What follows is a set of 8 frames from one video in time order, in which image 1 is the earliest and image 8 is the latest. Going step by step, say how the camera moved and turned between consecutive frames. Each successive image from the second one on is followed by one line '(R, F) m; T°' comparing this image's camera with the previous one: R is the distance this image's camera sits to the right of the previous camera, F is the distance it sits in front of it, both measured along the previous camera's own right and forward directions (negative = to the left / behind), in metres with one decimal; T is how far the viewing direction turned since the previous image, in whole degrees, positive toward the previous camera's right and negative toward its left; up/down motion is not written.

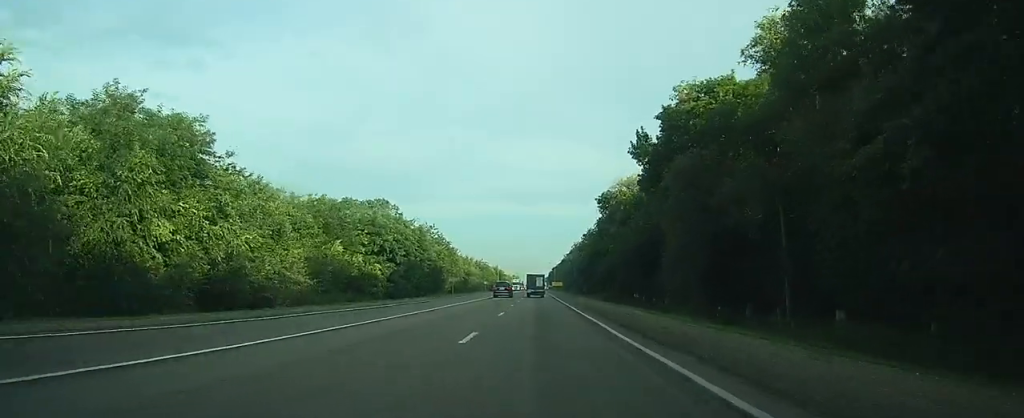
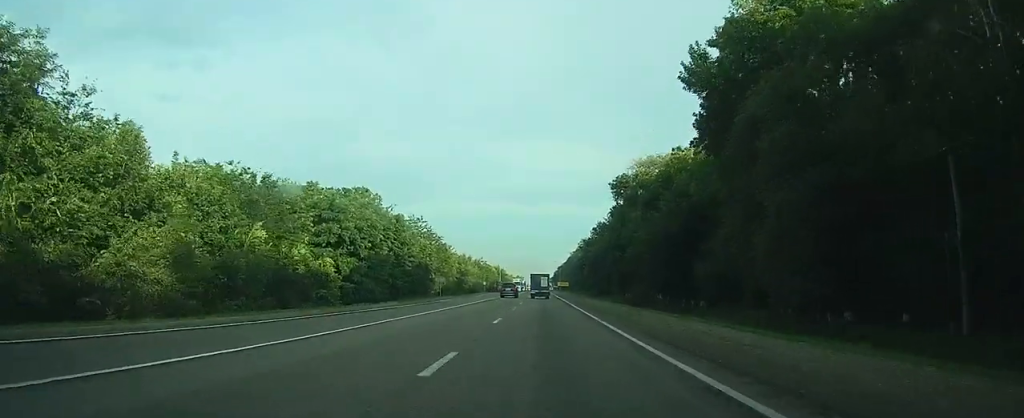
(+0.1, +18.5) m; 0°
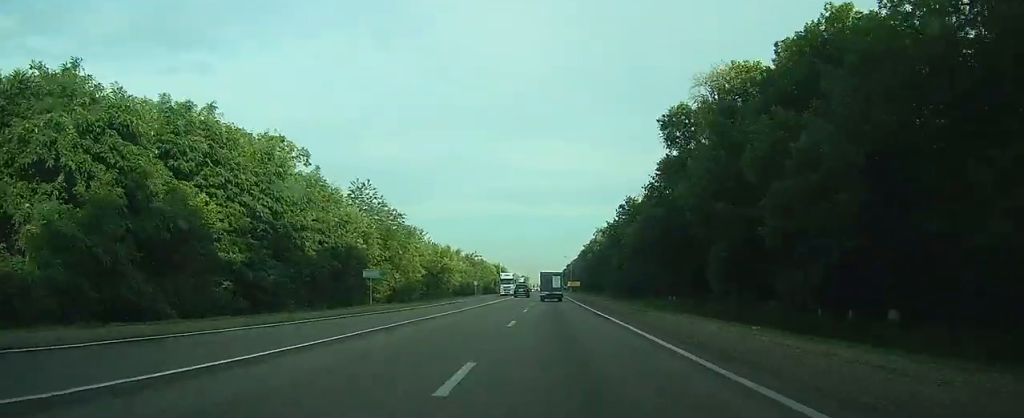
(-0.4, +38.2) m; -1°
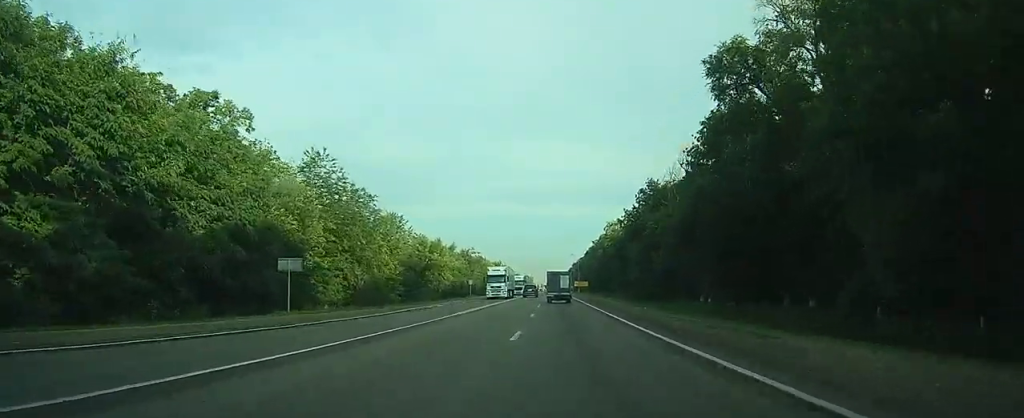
(0.0, +15.9) m; 0°
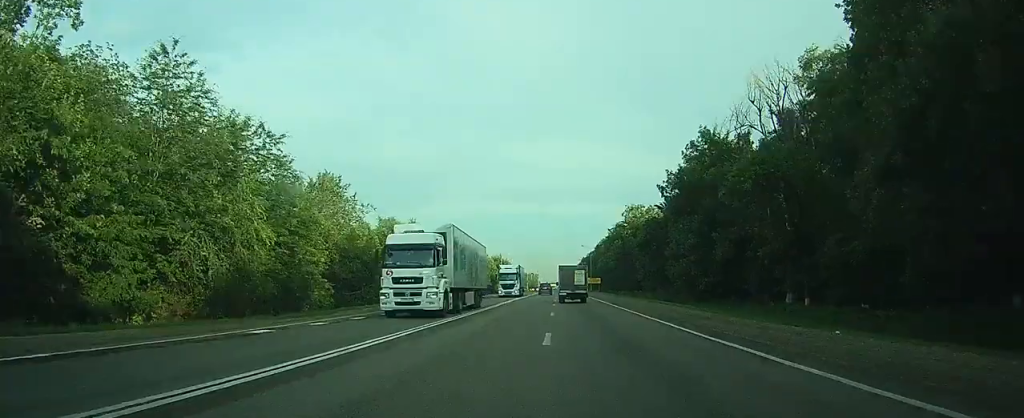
(0.0, +23.5) m; 0°
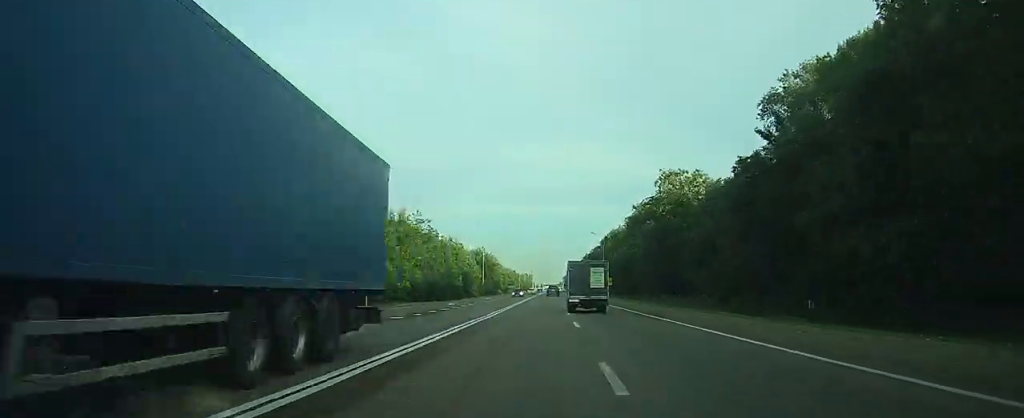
(-0.1, +34.8) m; 0°
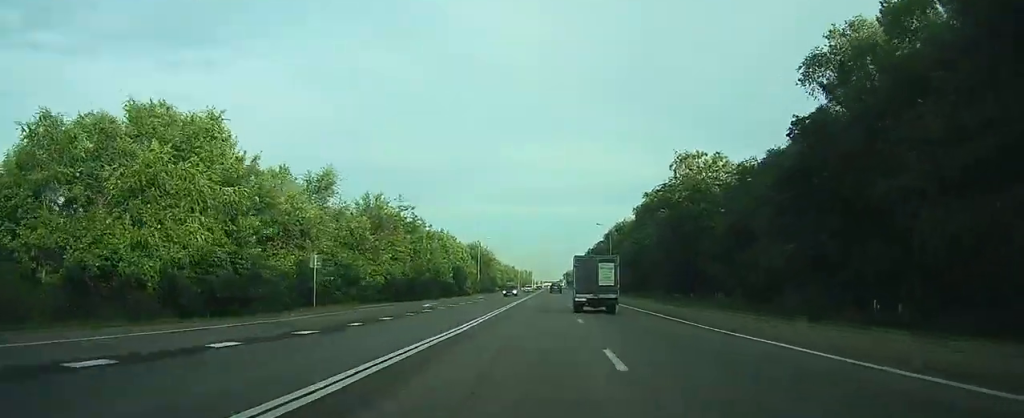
(0.0, +8.5) m; 0°
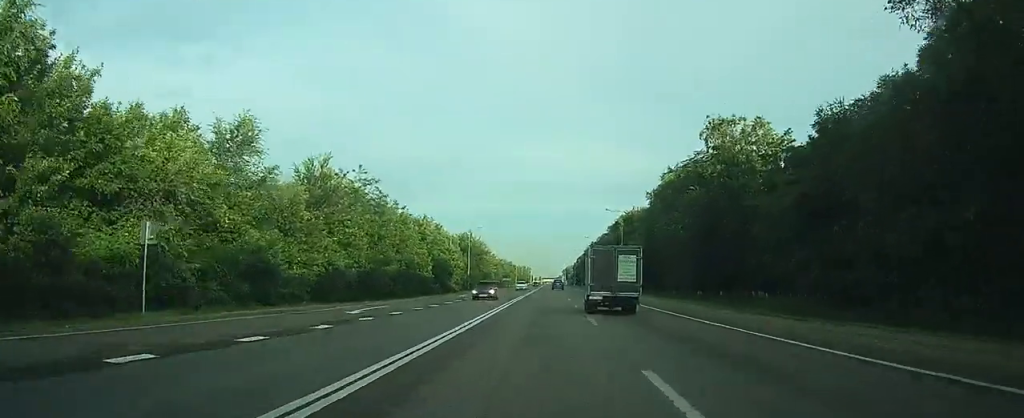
(0.0, +13.0) m; 0°
